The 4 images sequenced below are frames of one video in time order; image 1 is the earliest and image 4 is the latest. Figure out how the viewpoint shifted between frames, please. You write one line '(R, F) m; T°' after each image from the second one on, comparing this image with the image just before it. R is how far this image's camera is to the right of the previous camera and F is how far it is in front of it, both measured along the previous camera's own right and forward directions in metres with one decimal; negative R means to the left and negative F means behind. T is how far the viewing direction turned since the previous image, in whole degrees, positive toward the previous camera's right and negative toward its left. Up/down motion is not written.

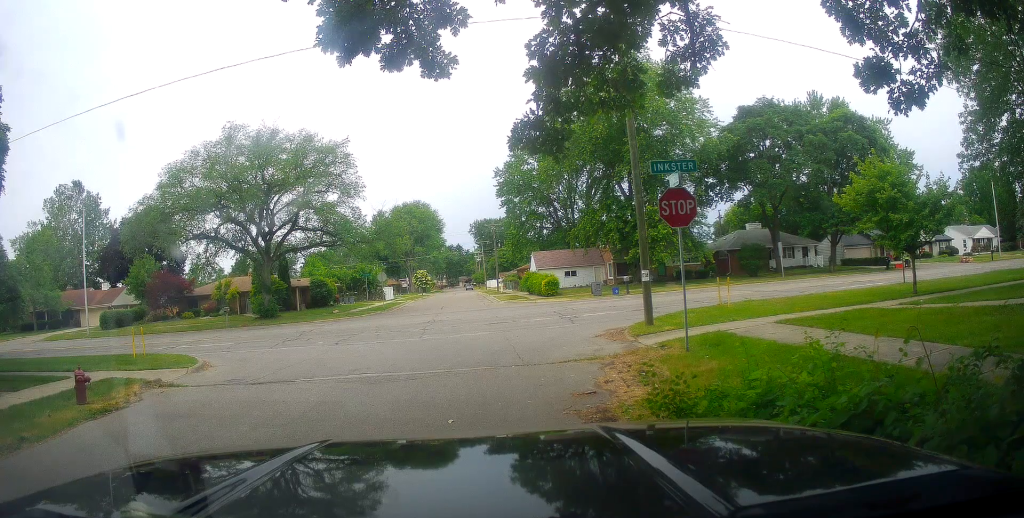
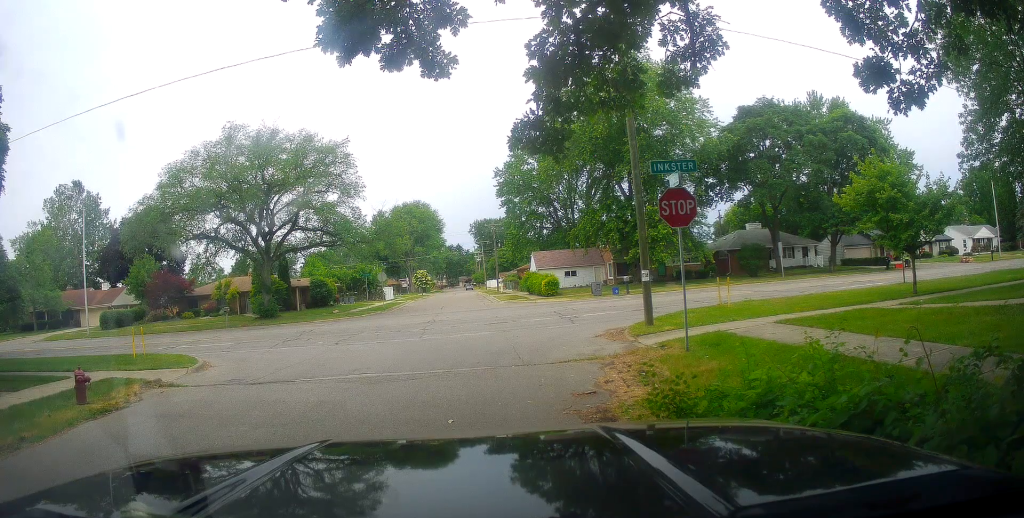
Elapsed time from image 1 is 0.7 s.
(0.0, 0.0) m; 0°
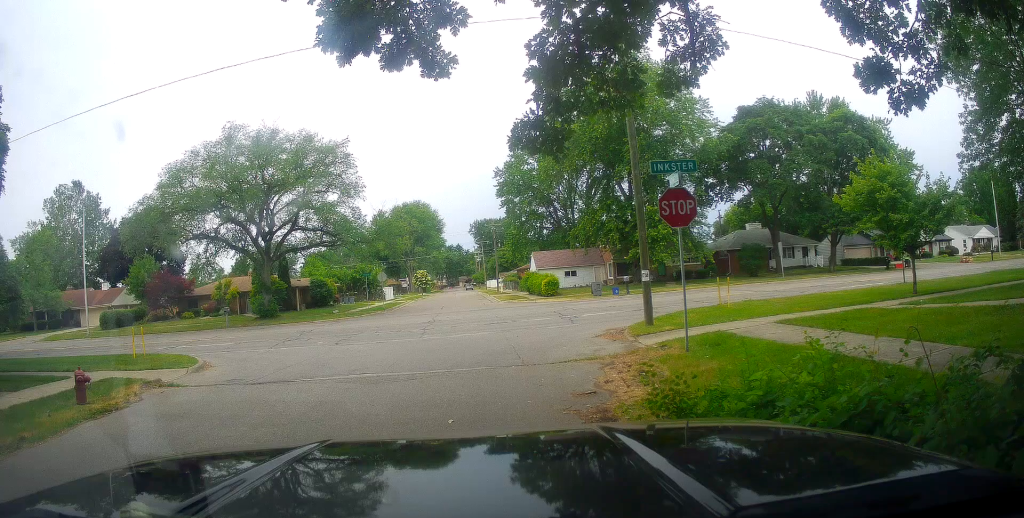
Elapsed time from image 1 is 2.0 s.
(0.0, 0.0) m; 0°
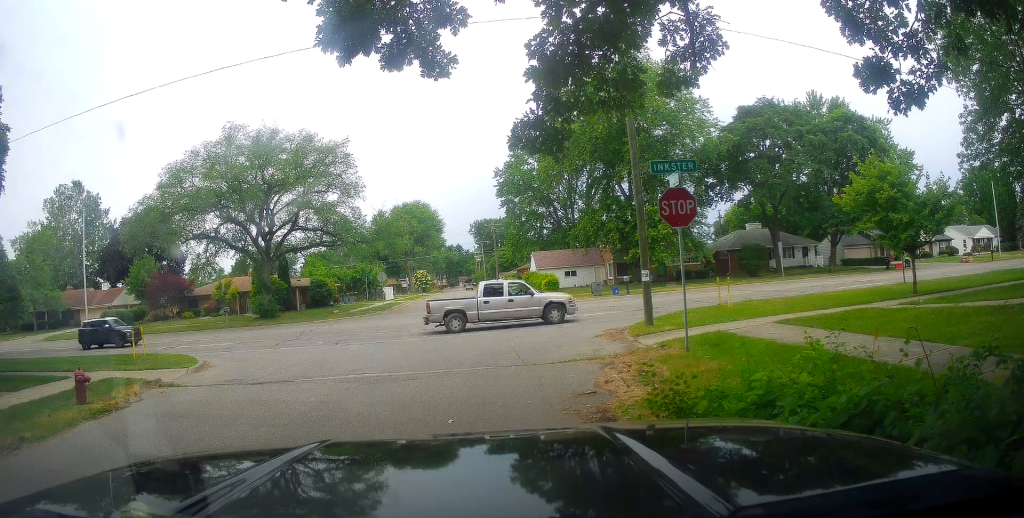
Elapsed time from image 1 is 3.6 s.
(0.0, 0.0) m; 0°
